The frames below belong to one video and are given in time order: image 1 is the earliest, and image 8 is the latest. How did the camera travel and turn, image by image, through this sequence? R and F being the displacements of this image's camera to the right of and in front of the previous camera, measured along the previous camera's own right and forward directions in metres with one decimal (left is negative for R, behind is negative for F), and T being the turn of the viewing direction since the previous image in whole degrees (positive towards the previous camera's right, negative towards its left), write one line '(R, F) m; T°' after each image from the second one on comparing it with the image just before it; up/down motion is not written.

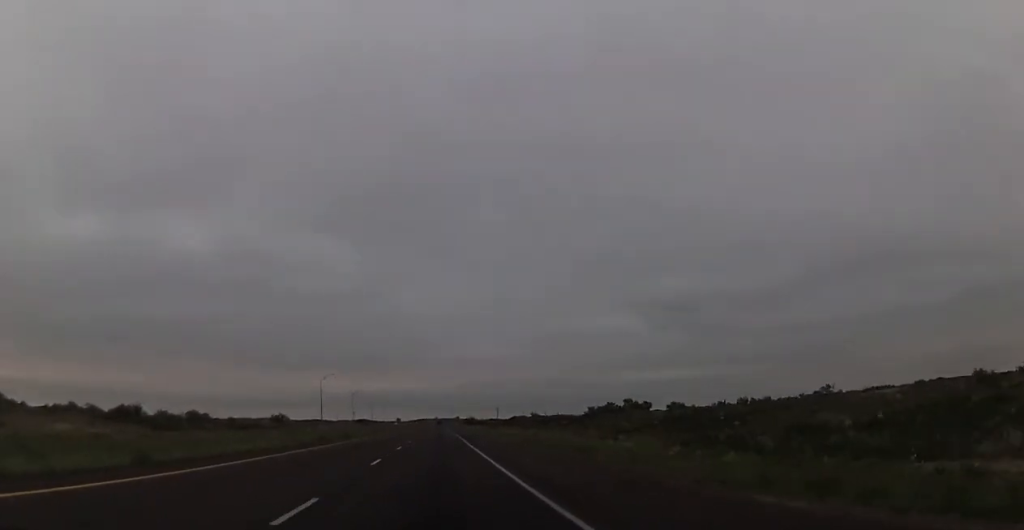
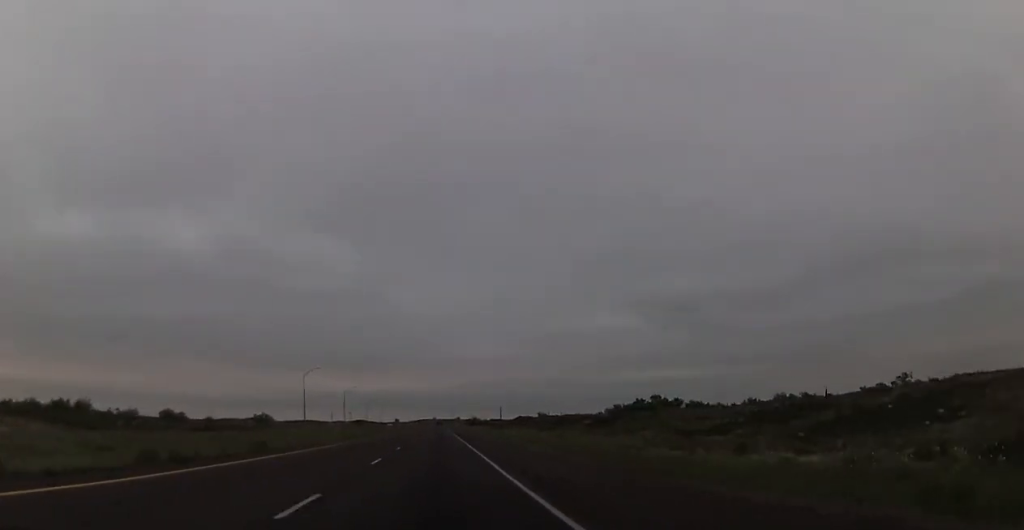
(0.0, +23.5) m; 0°
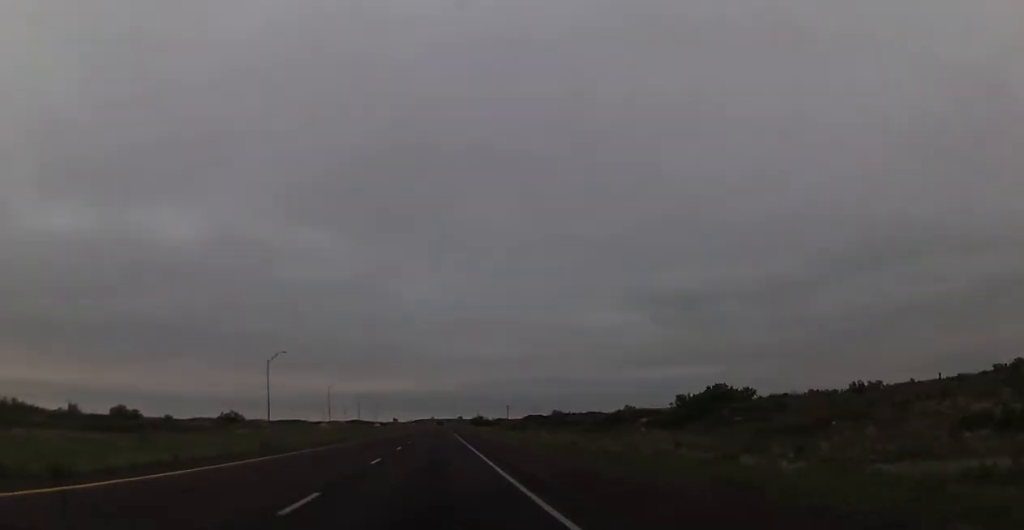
(0.0, +36.0) m; 0°
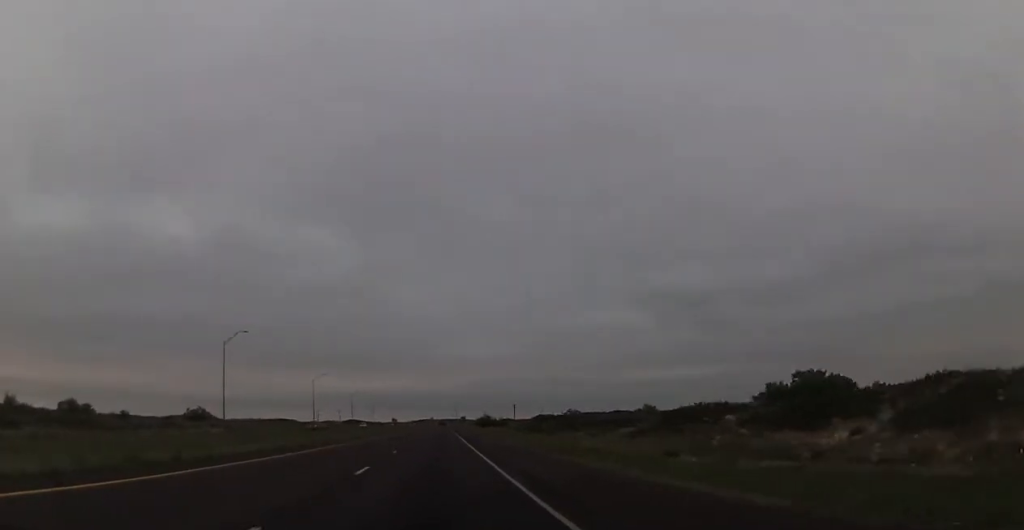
(0.0, +28.5) m; 0°
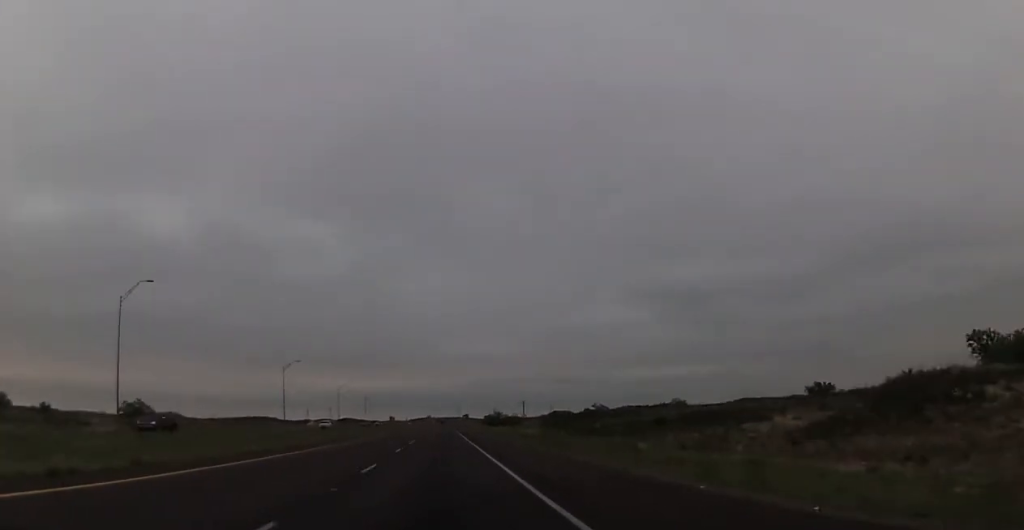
(0.0, +35.9) m; 0°
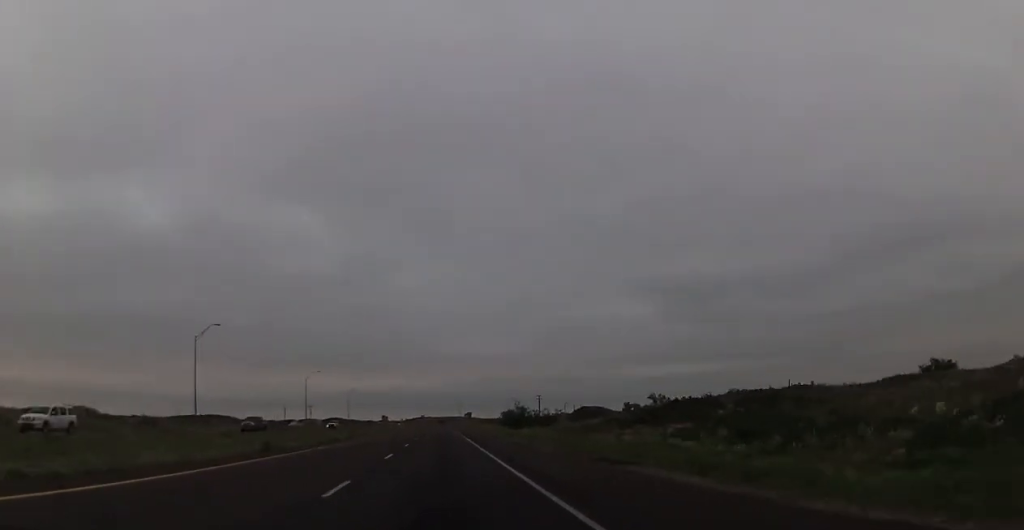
(-0.5, +54.4) m; -1°
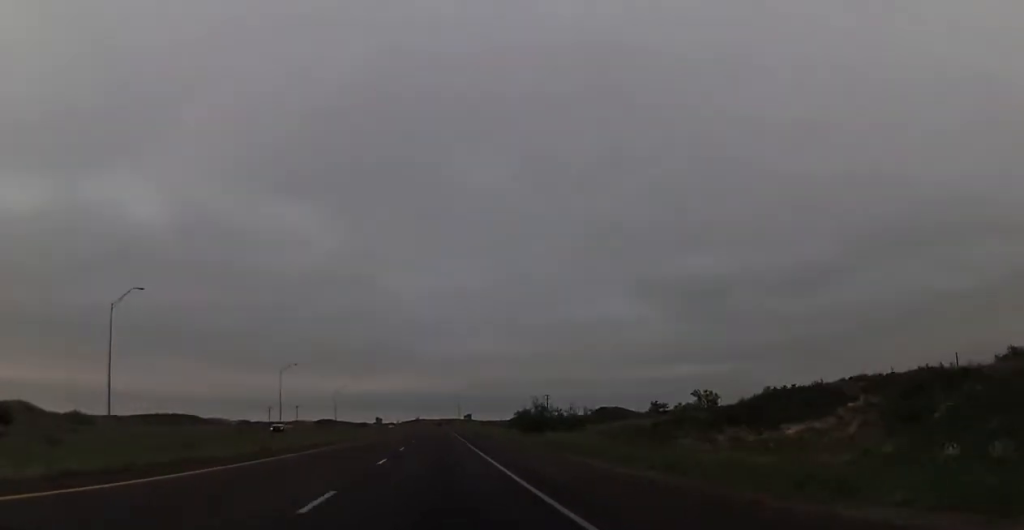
(0.0, +26.0) m; 0°
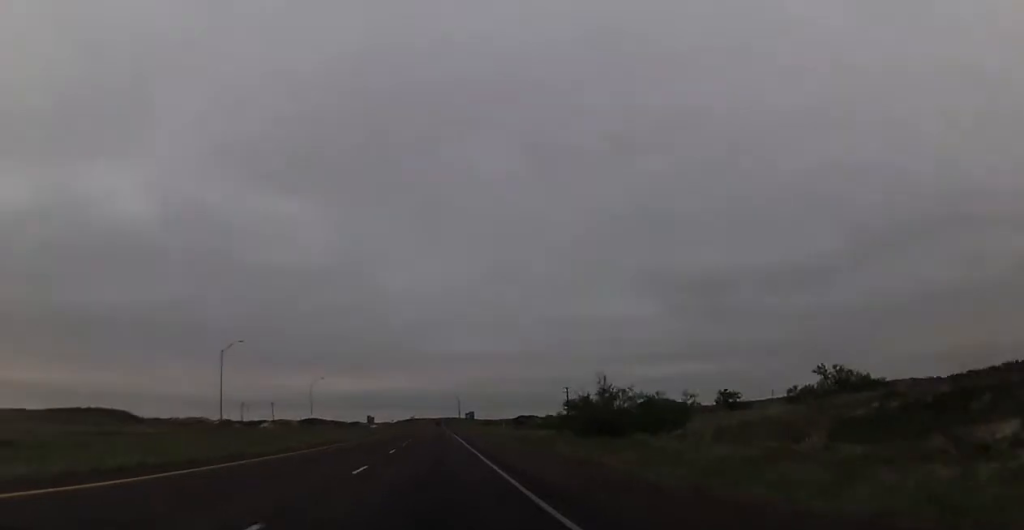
(+0.3, +40.8) m; +1°
